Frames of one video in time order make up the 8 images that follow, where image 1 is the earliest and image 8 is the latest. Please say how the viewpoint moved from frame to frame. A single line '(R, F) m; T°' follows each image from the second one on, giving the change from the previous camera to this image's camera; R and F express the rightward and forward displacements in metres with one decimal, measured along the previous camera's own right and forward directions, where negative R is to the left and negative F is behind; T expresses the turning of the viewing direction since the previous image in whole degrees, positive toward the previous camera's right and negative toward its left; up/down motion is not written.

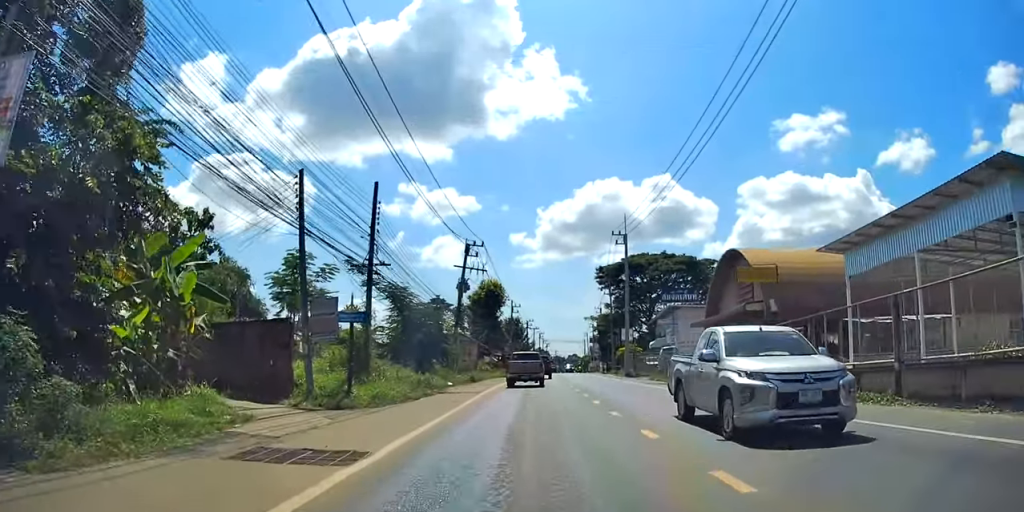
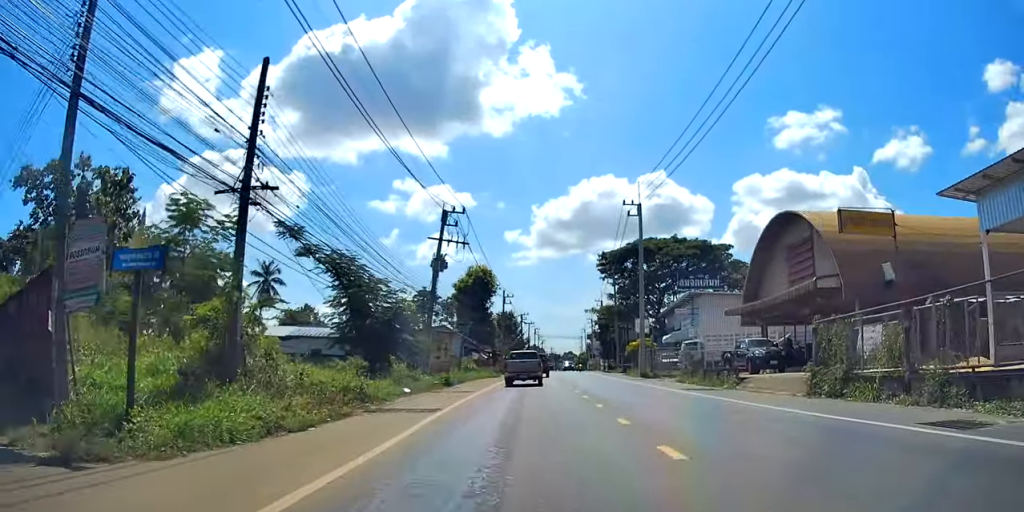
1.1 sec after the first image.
(+0.1, +10.0) m; 0°
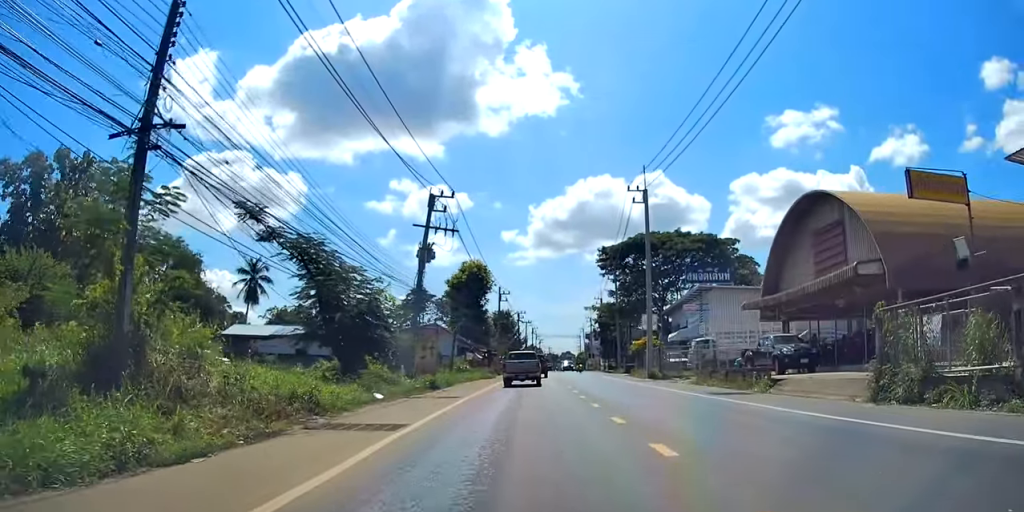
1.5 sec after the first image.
(0.0, +3.9) m; 0°
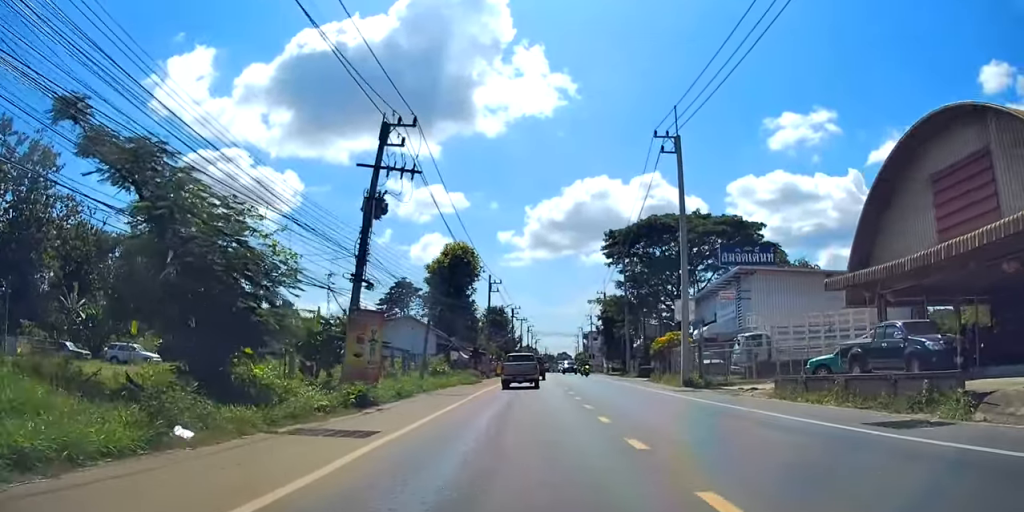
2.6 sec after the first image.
(-0.1, +10.6) m; 0°
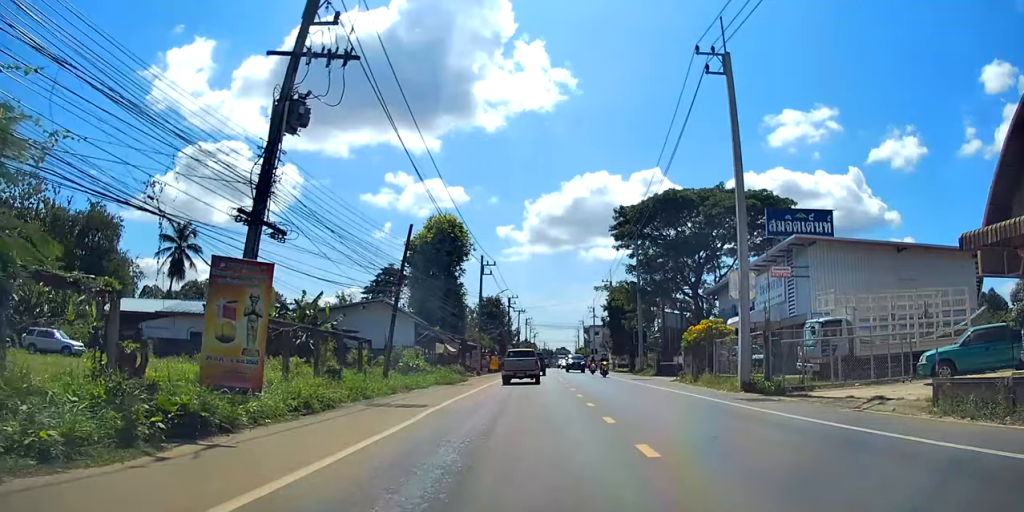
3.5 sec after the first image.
(+0.1, +8.8) m; 0°
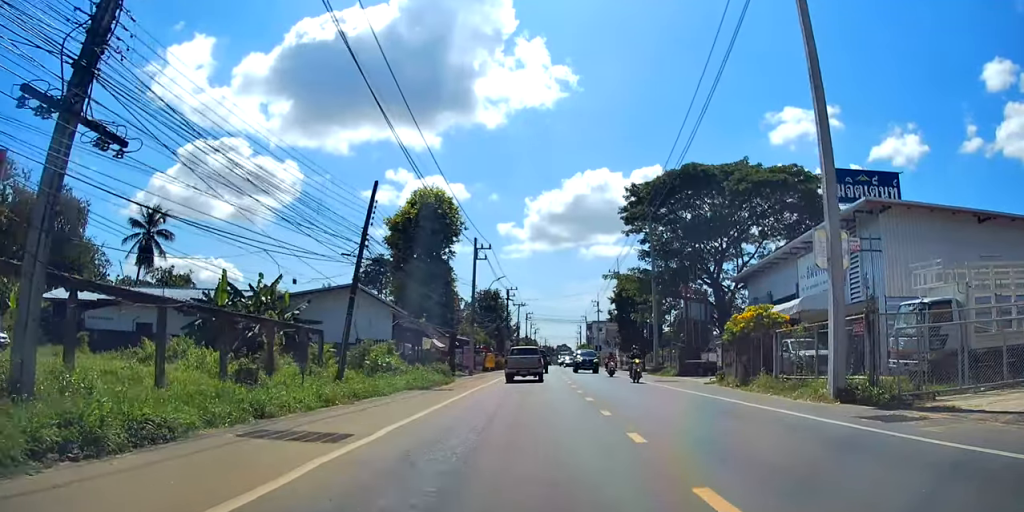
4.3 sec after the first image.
(-0.2, +6.8) m; 0°
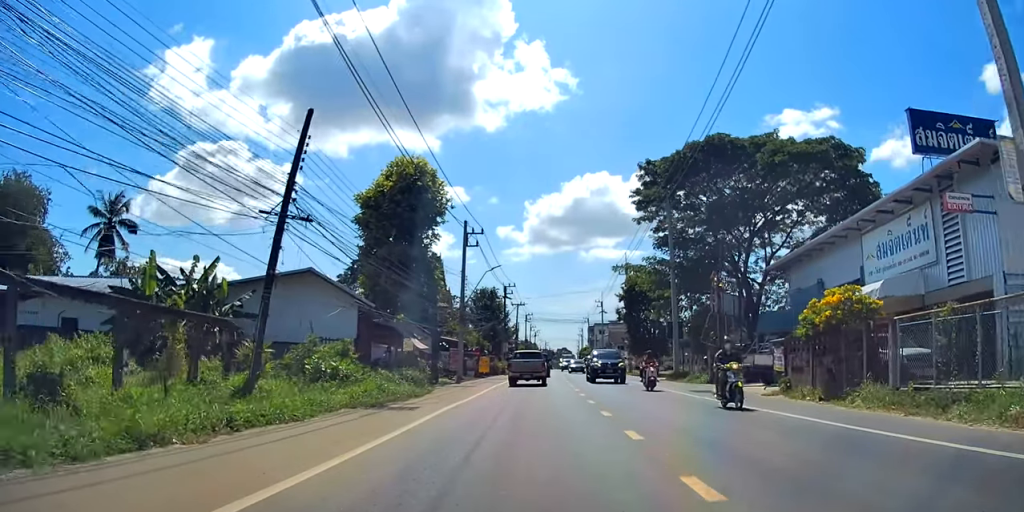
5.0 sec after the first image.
(+0.1, +7.5) m; +3°
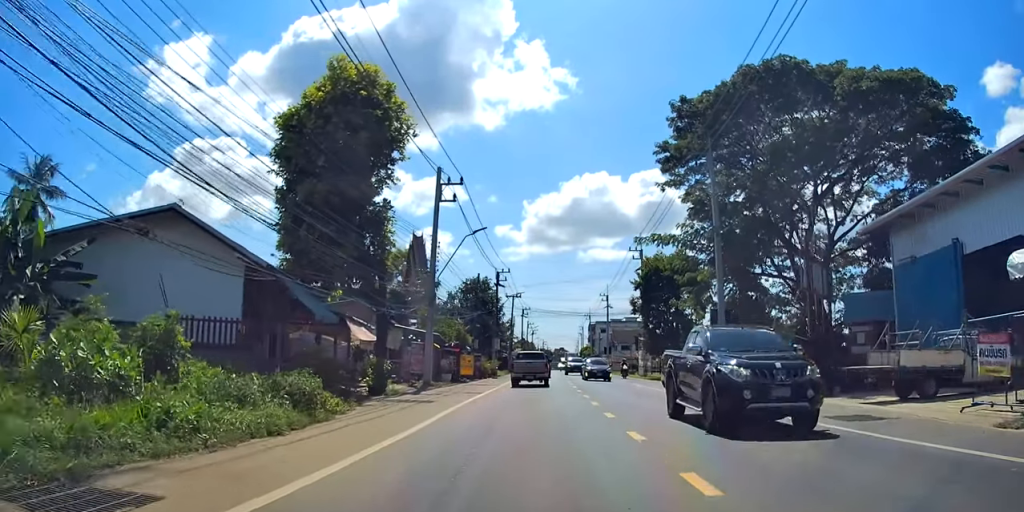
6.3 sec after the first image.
(+0.5, +12.0) m; 0°
